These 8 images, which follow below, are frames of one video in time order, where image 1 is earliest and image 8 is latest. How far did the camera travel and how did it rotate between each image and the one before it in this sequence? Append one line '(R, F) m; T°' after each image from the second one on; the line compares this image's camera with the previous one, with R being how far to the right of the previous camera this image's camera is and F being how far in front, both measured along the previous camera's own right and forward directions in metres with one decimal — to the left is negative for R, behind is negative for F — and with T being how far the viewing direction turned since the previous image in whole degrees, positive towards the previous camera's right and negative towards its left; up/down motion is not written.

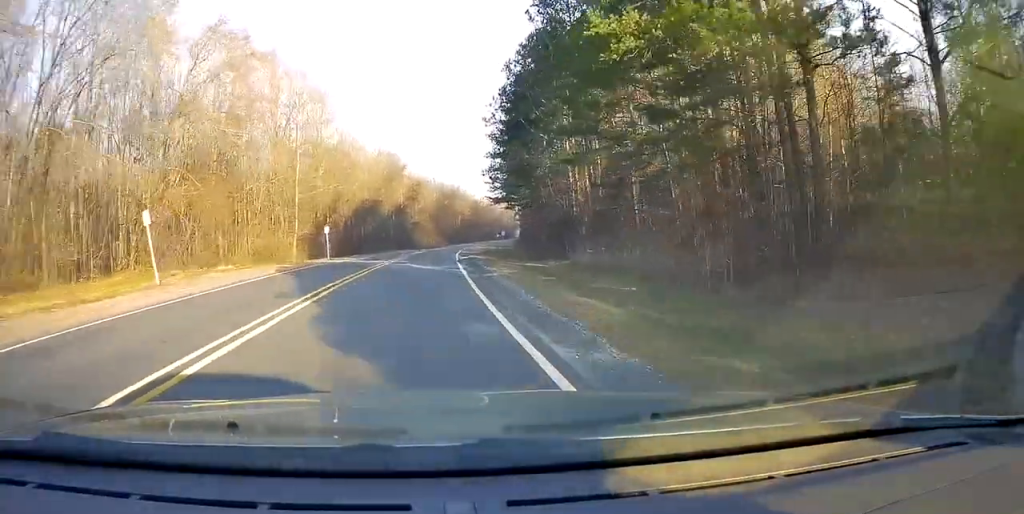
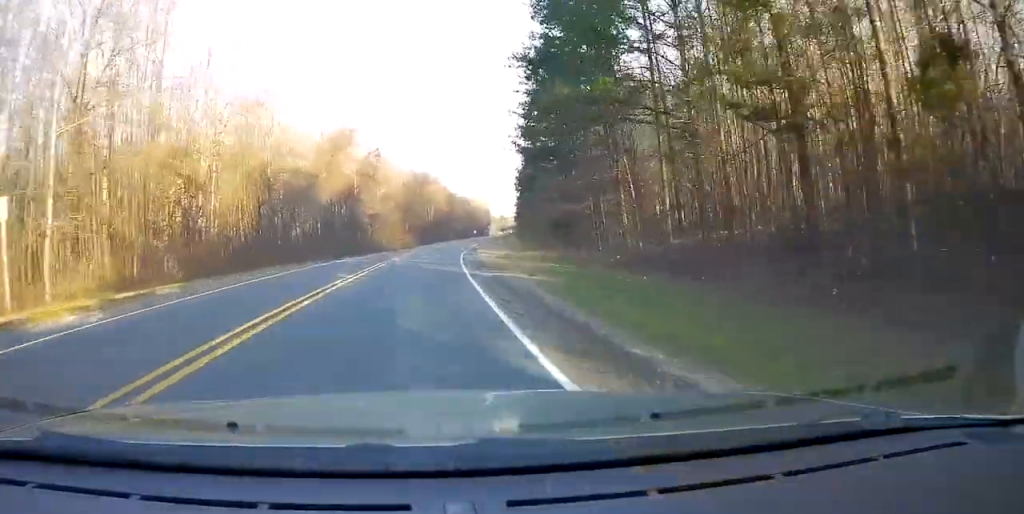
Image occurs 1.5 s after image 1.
(+0.8, +34.2) m; +4°
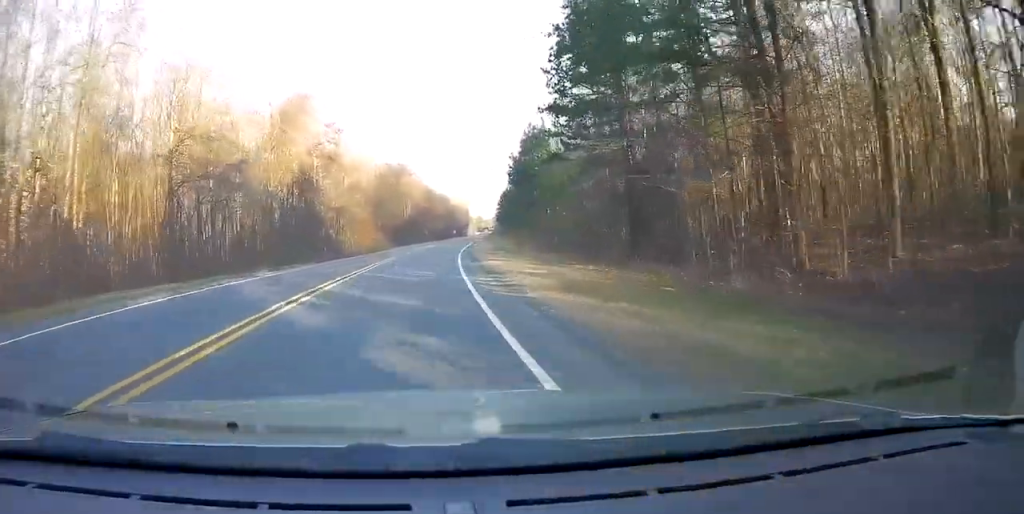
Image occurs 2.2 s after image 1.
(+0.3, +16.2) m; +3°
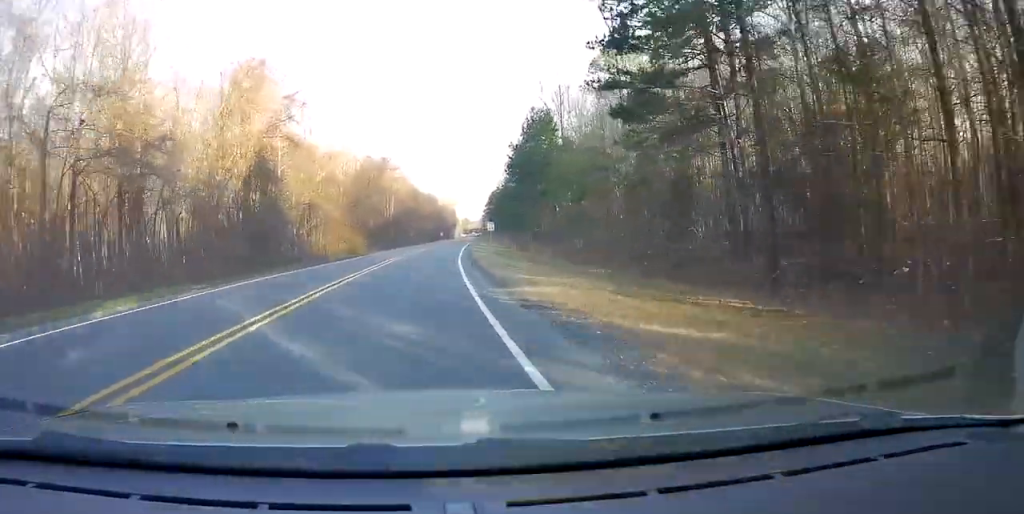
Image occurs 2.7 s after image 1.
(+0.3, +11.4) m; +1°
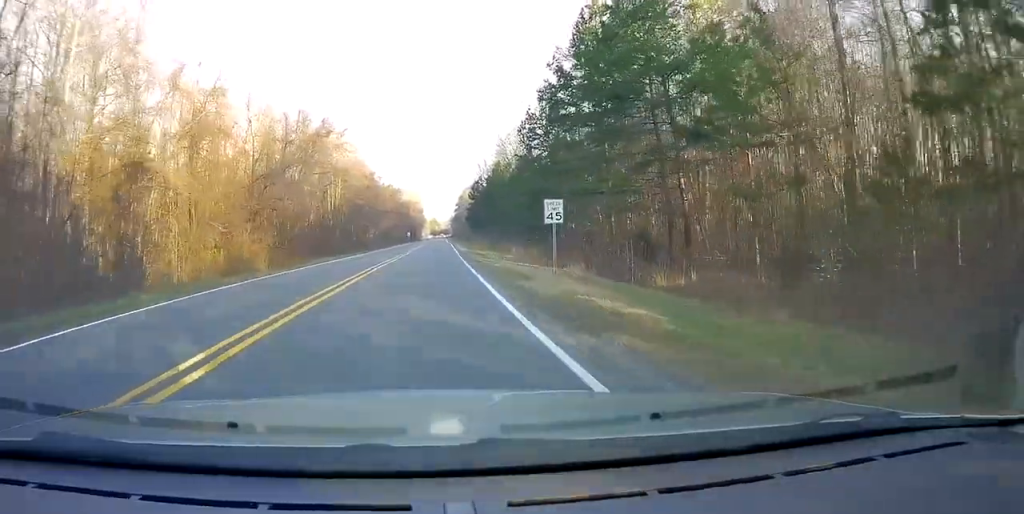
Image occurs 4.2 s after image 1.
(+0.3, +33.7) m; +1°
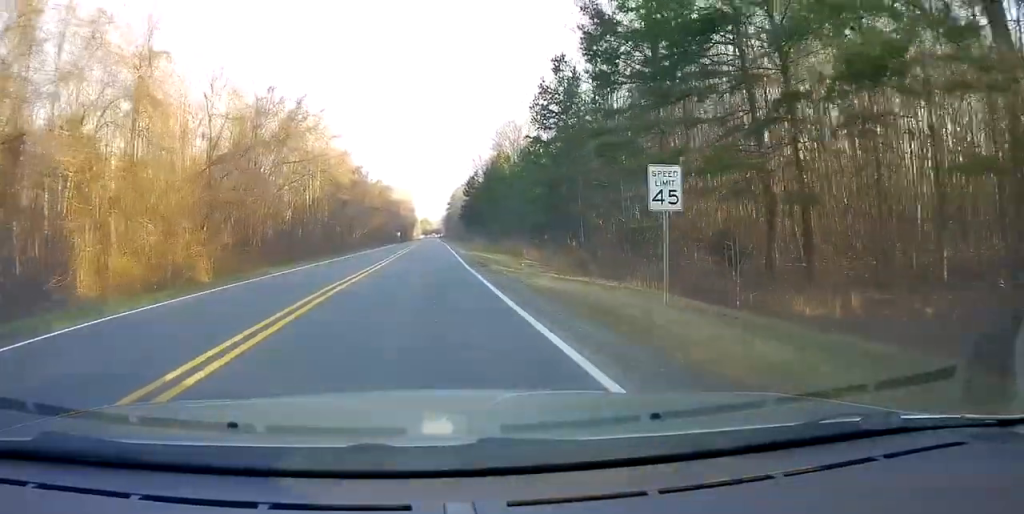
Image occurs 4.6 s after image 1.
(+0.1, +9.3) m; +1°
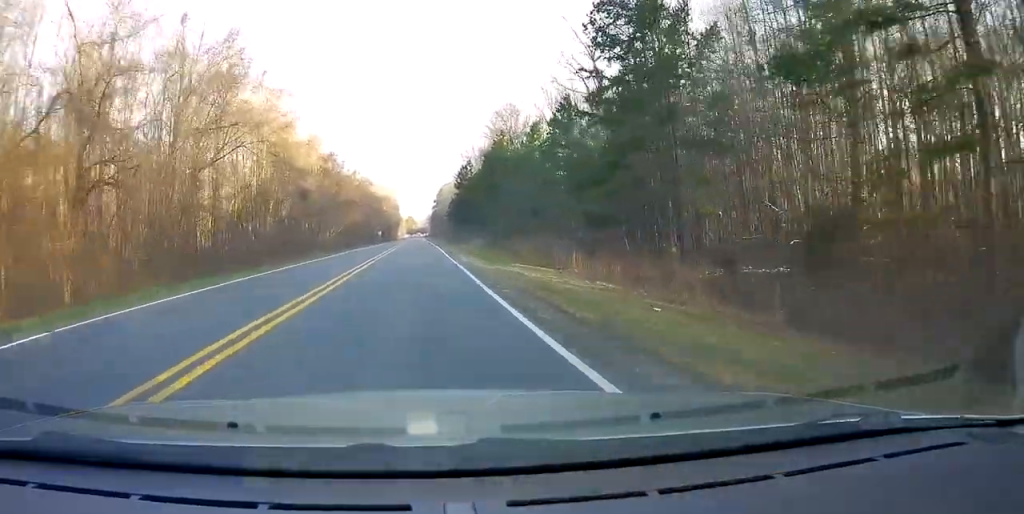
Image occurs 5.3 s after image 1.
(+0.3, +17.2) m; +3°
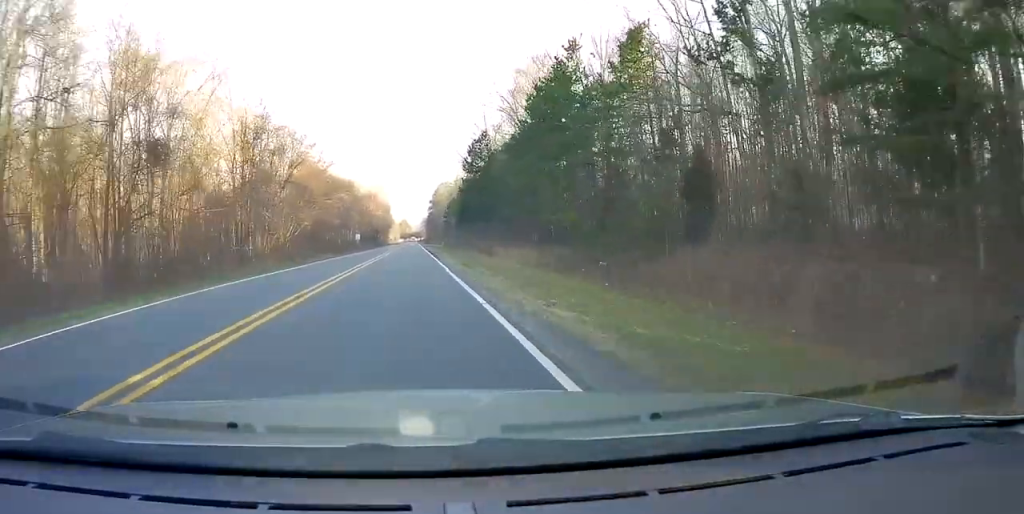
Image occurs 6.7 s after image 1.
(+0.7, +32.3) m; +1°
